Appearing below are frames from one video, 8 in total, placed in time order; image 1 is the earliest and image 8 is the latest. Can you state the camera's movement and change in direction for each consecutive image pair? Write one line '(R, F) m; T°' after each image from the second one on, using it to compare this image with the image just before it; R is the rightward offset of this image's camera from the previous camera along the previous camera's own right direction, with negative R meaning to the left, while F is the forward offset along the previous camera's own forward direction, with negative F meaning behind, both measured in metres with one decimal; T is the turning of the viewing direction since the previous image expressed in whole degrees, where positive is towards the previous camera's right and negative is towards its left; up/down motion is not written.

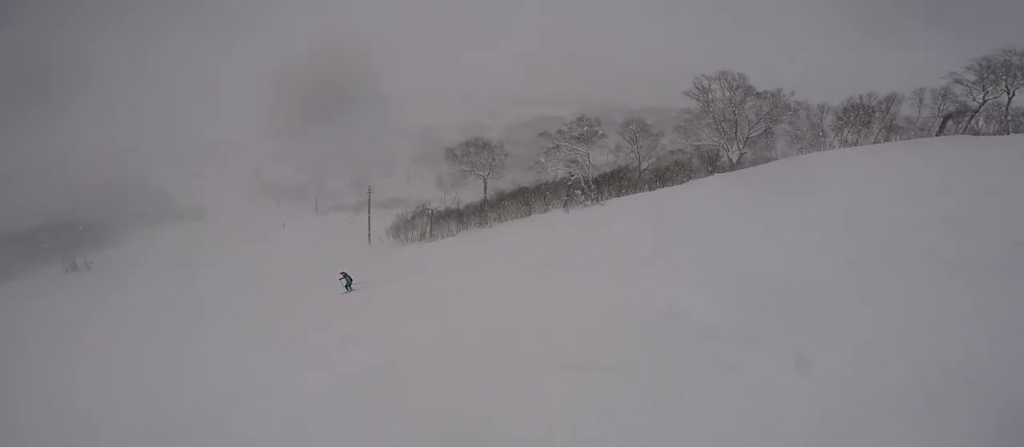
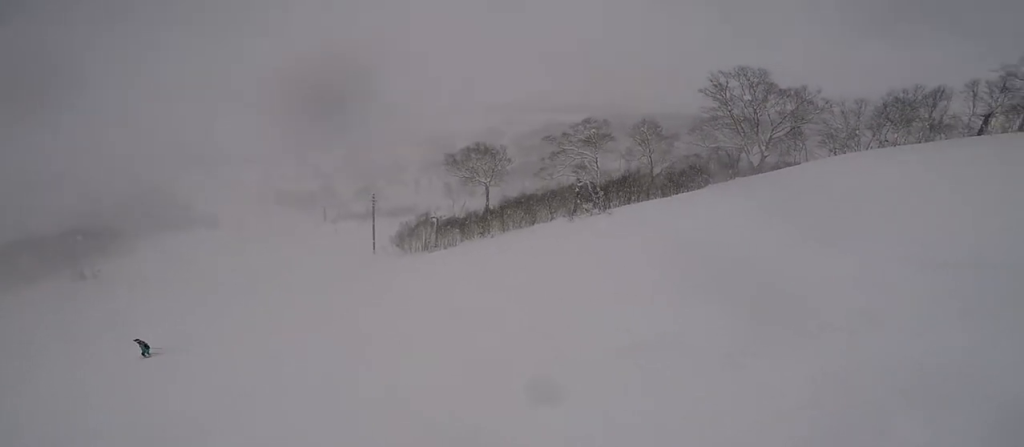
(-0.1, +4.5) m; -14°
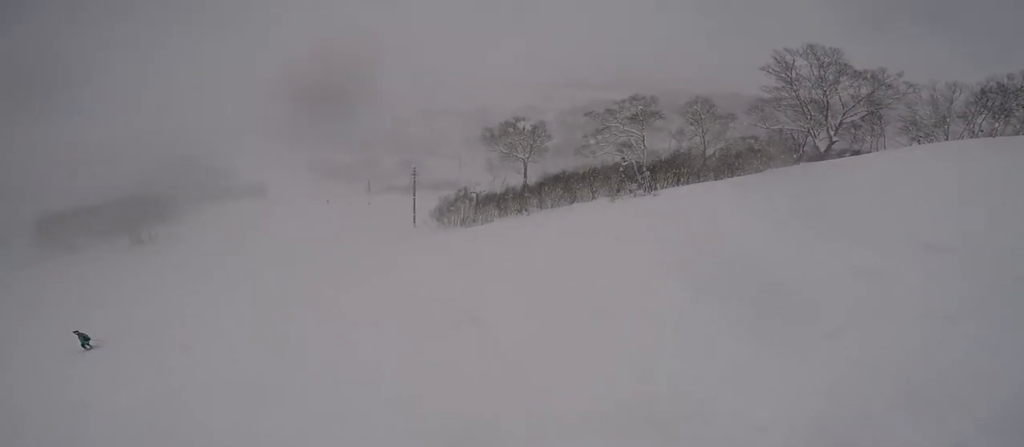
(-0.4, +2.6) m; -23°
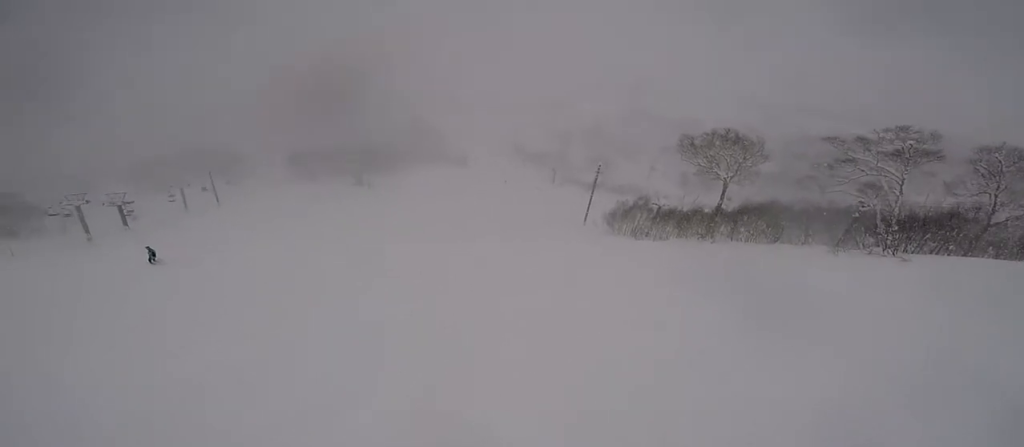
(-1.8, +4.2) m; -31°
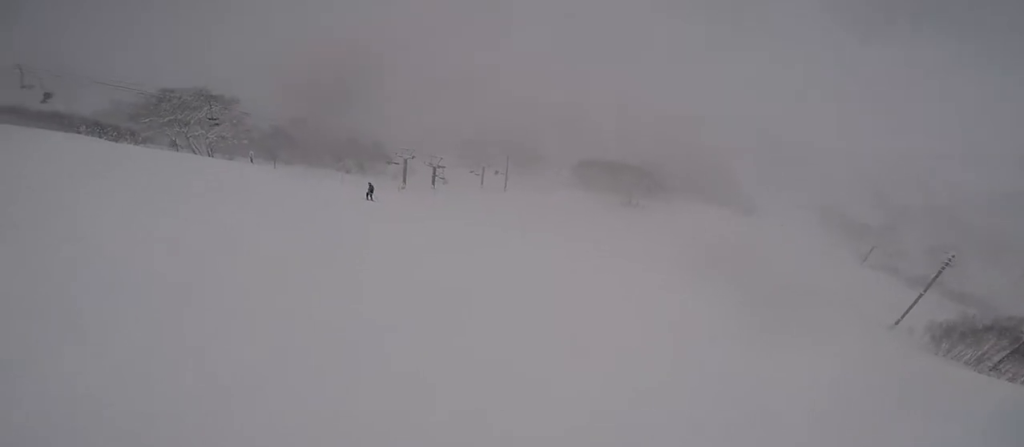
(-0.1, +4.9) m; -31°
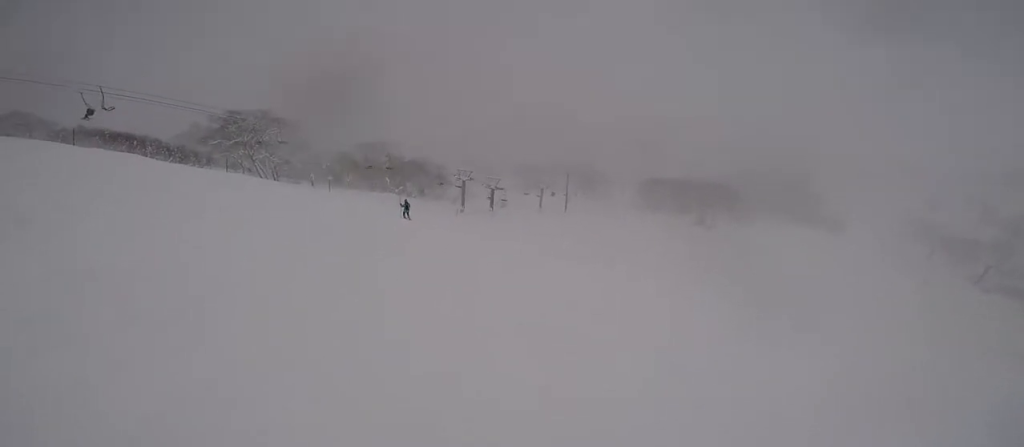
(-1.6, +3.4) m; -28°
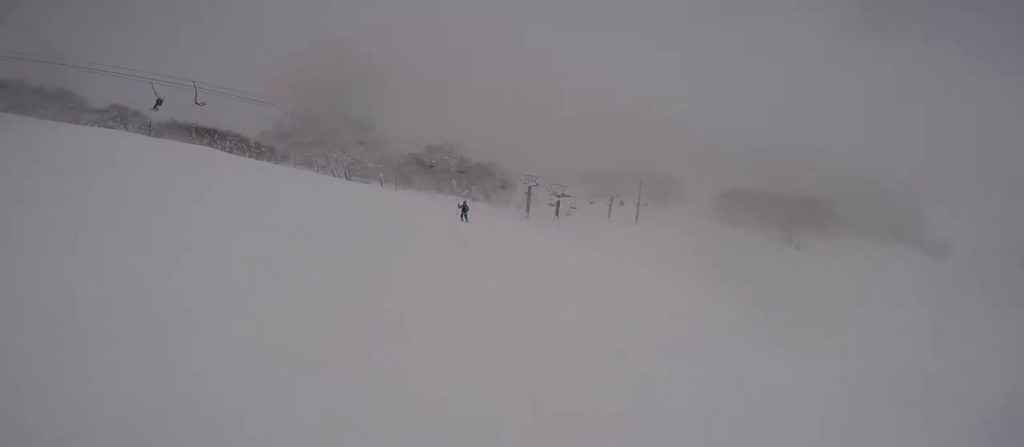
(-0.4, +2.6) m; -11°
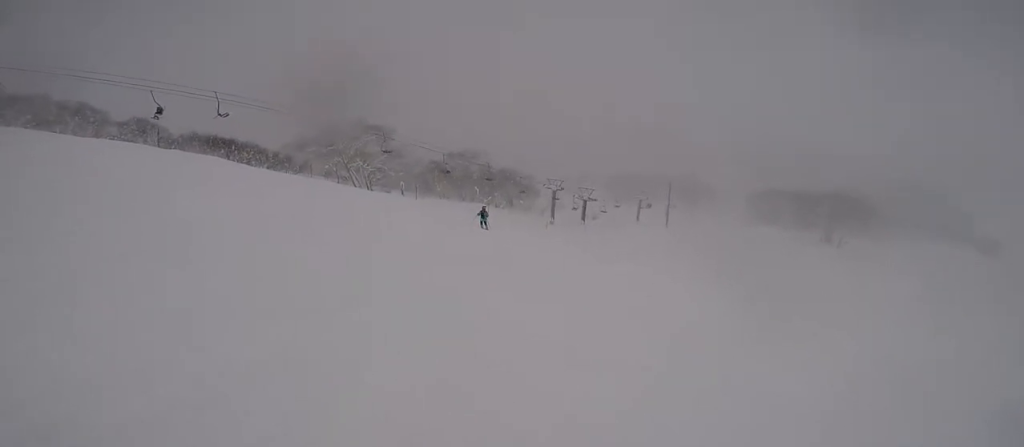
(-0.2, +2.3) m; -4°
